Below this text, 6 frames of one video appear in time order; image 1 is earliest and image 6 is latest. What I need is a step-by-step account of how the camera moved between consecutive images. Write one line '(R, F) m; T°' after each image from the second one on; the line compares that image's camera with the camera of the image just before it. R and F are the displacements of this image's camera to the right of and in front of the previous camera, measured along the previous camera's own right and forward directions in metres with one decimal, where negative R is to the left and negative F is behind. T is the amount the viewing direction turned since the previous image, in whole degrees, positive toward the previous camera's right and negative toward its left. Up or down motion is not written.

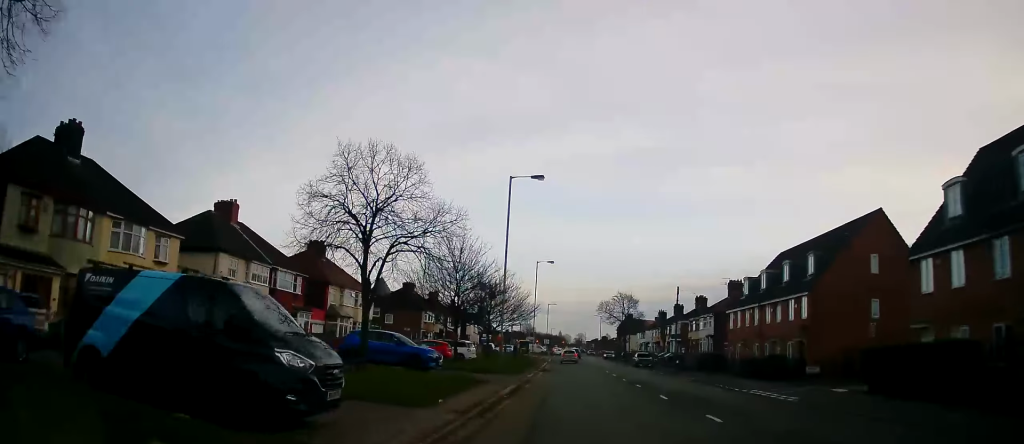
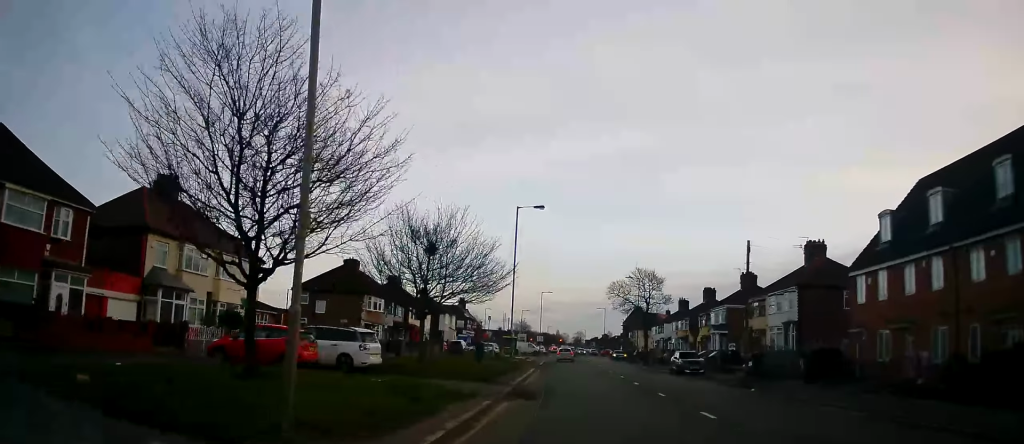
(+0.4, +23.3) m; +3°
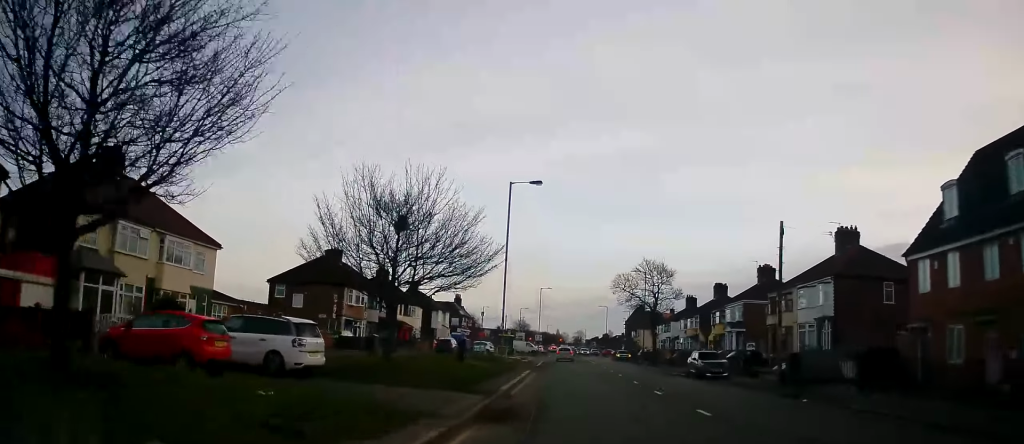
(-0.1, +5.5) m; 0°
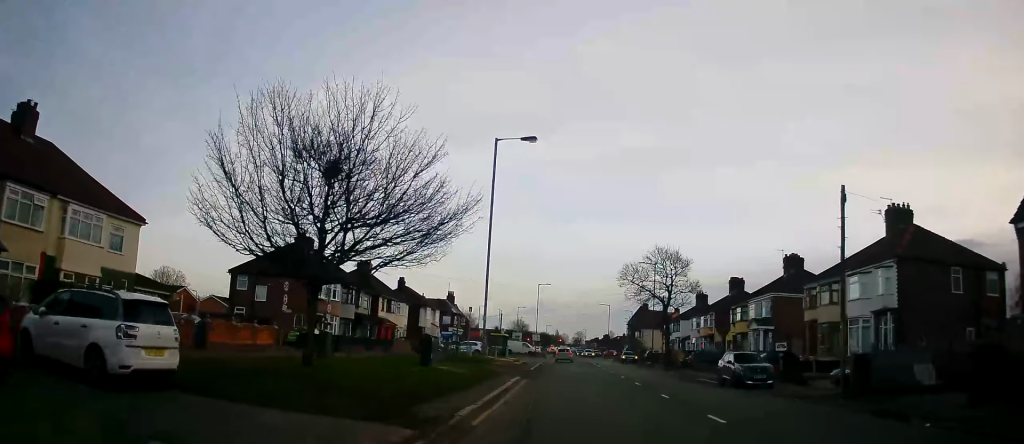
(0.0, +7.2) m; +1°
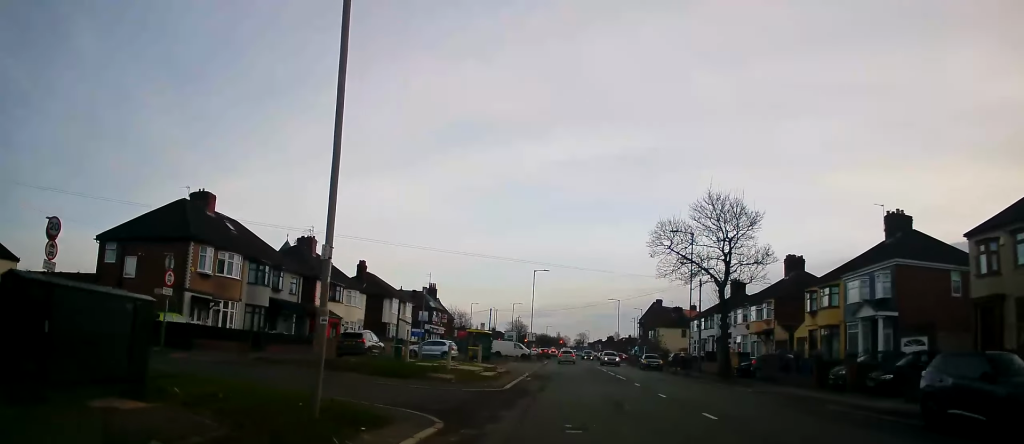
(+0.2, +17.3) m; -2°
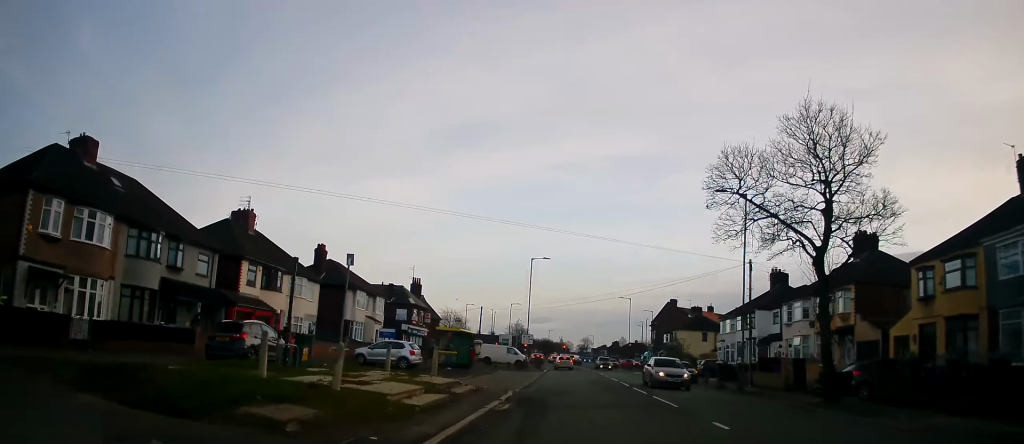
(-0.4, +12.4) m; -1°
